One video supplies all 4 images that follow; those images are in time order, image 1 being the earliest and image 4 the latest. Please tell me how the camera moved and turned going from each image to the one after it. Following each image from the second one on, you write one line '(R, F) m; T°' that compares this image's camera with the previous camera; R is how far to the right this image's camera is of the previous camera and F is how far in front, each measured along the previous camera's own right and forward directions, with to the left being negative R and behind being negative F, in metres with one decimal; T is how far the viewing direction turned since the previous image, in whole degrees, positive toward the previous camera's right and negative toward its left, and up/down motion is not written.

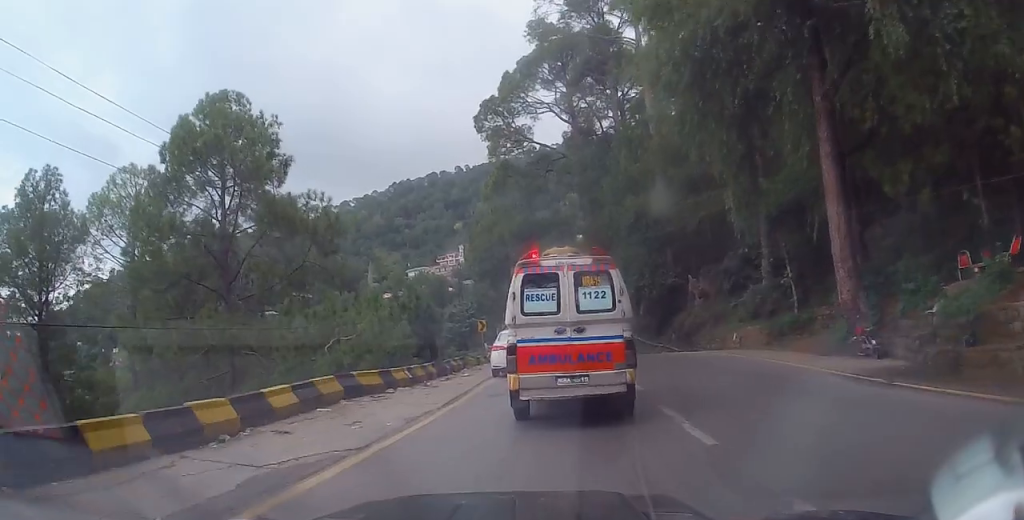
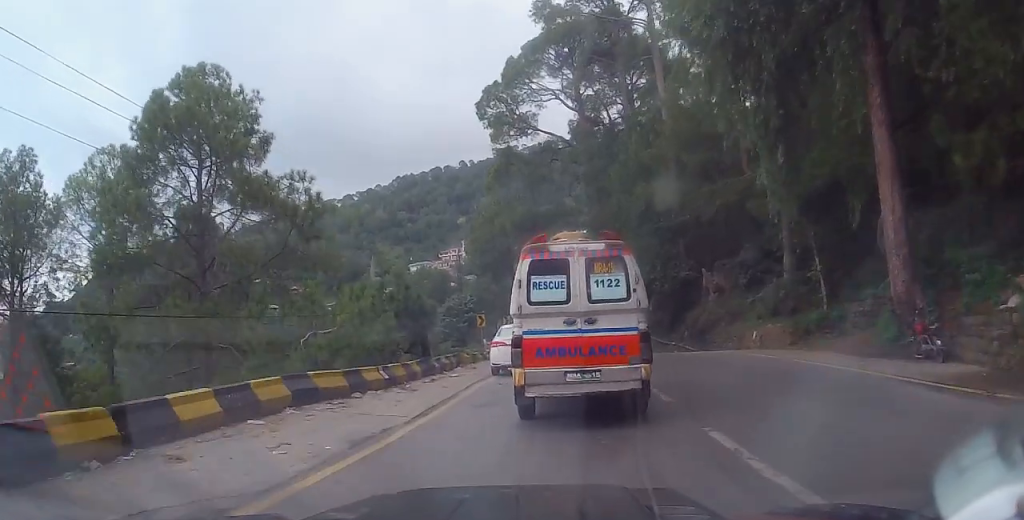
(0.0, +2.8) m; -2°
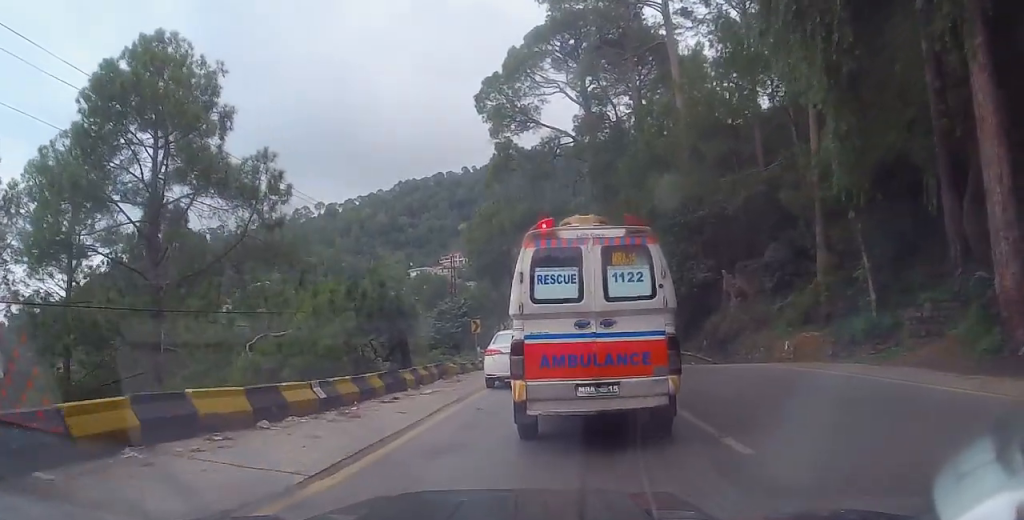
(-0.2, +4.0) m; -5°
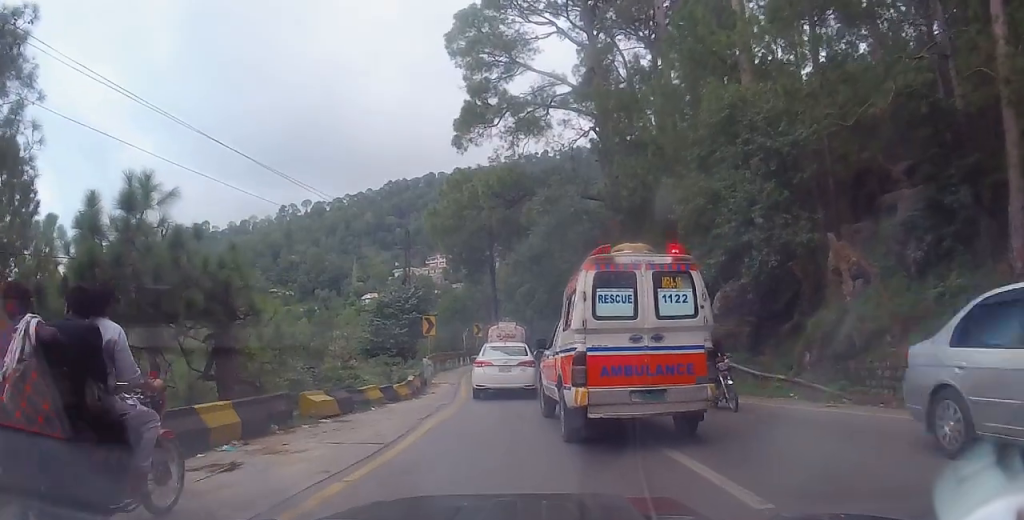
(+0.8, +14.1) m; -2°
